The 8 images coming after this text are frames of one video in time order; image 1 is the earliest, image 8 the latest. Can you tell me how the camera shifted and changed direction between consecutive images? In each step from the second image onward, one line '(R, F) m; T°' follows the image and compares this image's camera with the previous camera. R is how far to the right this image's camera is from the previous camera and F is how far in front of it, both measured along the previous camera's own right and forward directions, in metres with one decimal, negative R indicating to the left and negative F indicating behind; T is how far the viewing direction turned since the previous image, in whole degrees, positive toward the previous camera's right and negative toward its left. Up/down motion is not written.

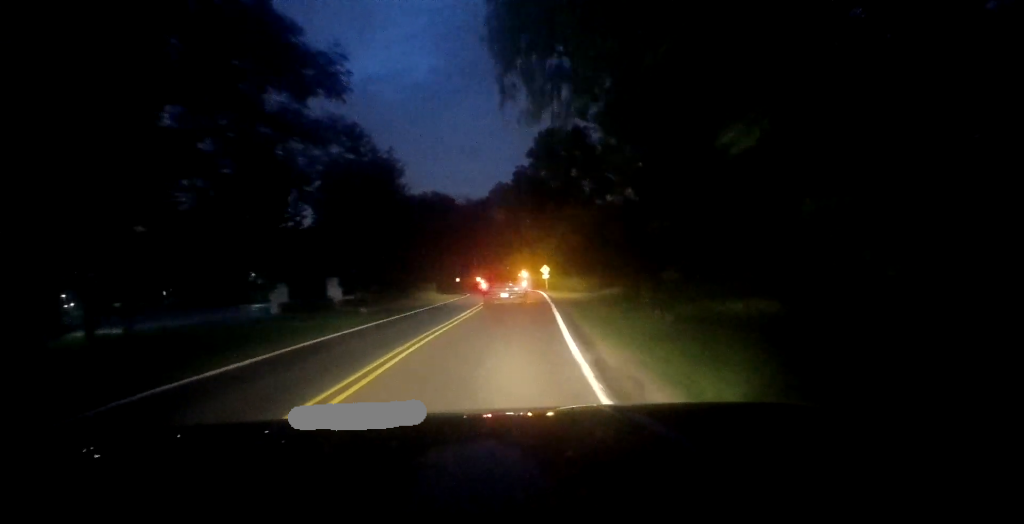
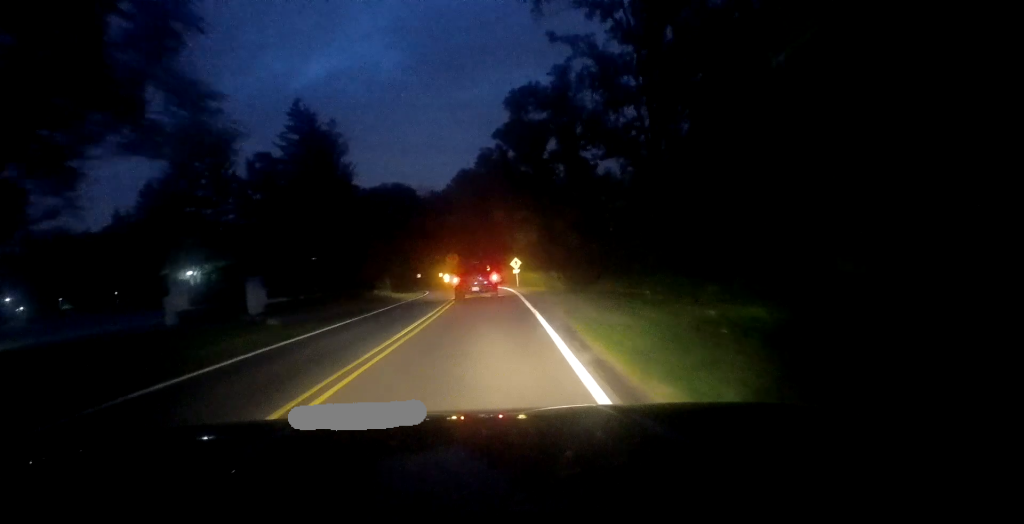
(+0.5, +9.3) m; +6°
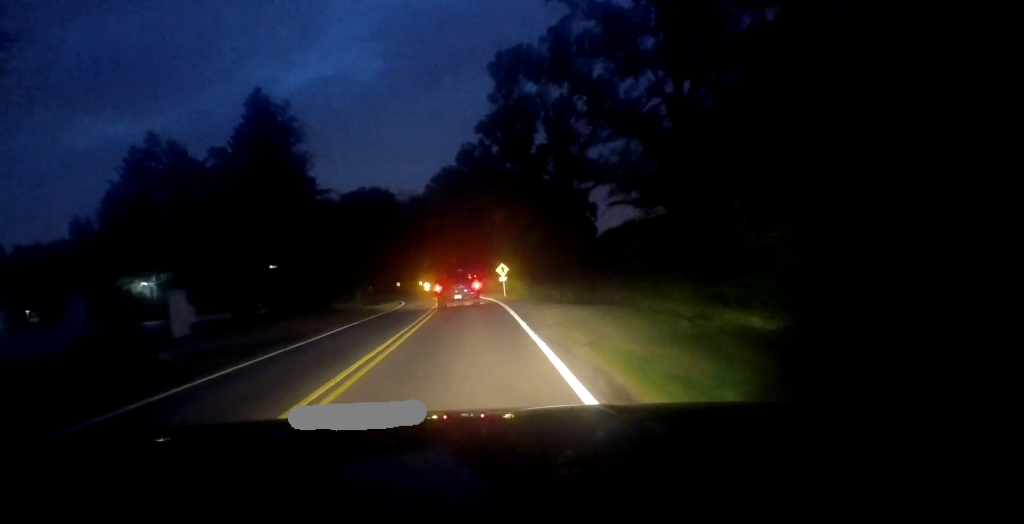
(+0.3, +7.5) m; +4°
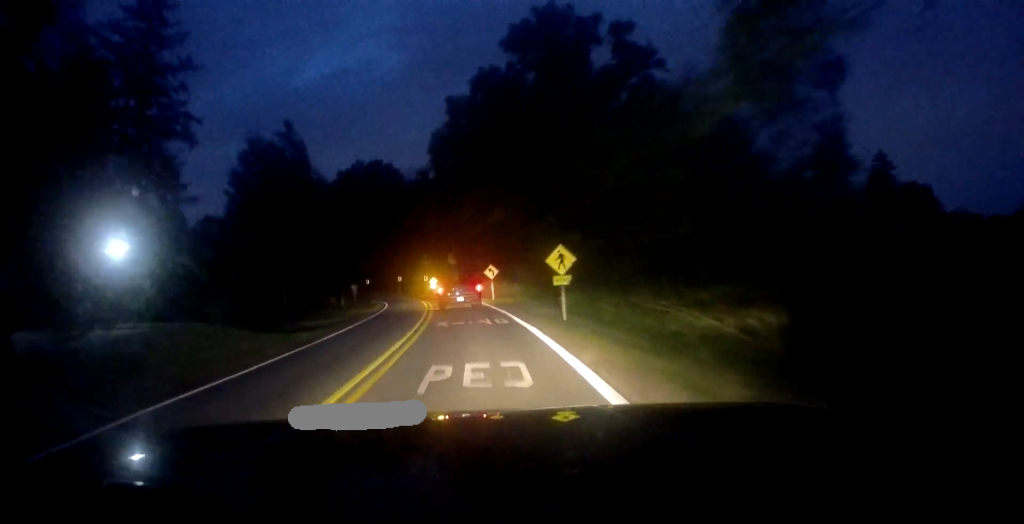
(+1.9, +26.0) m; +5°
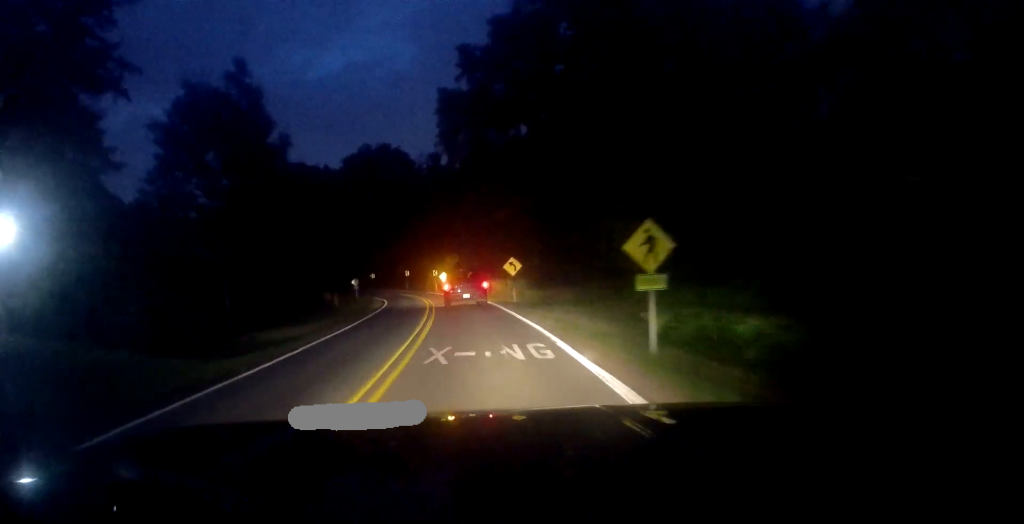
(0.0, +10.8) m; 0°
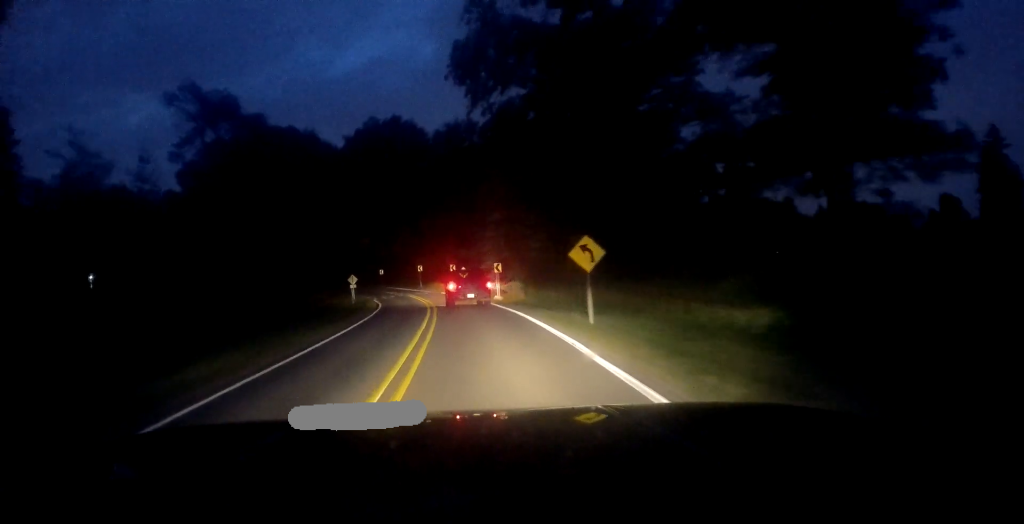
(0.0, +18.7) m; -1°
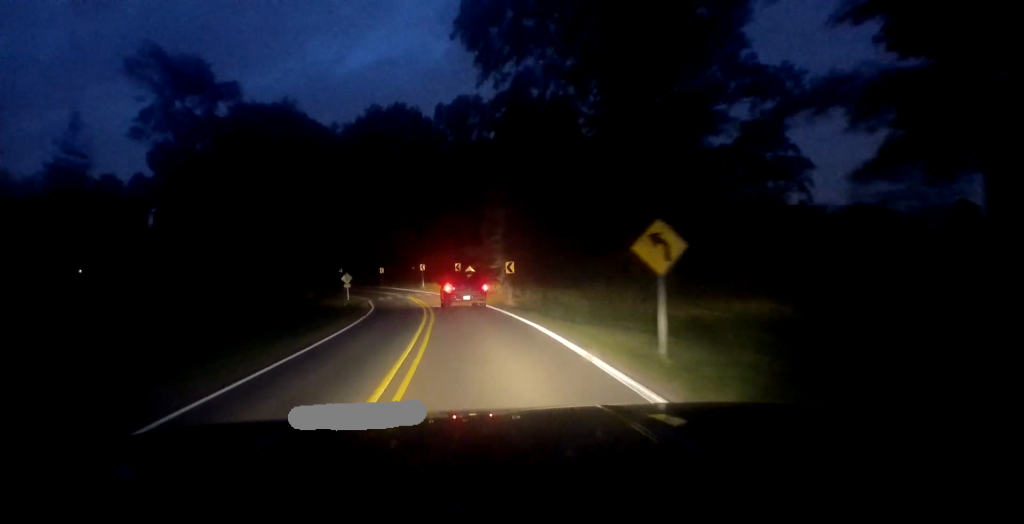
(0.0, +6.6) m; -2°
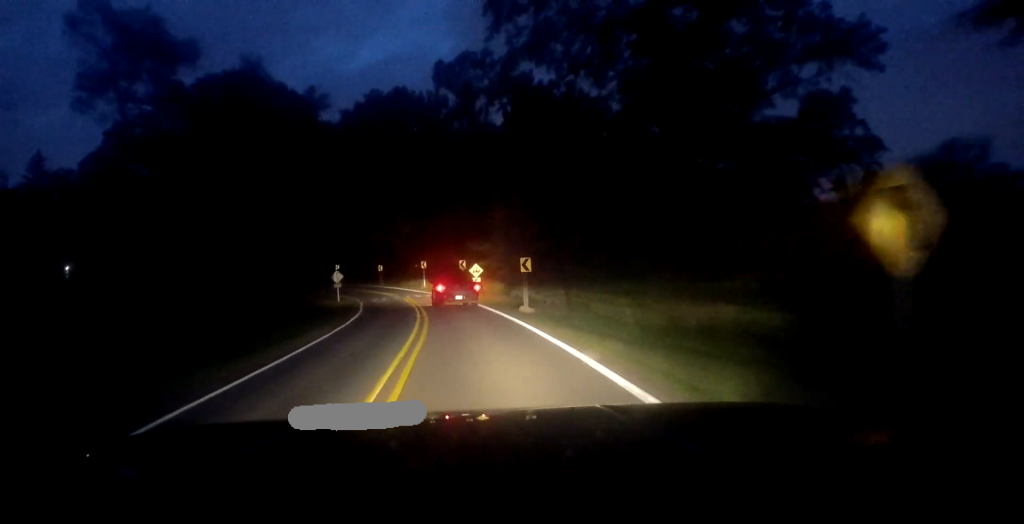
(-0.3, +6.9) m; -4°
